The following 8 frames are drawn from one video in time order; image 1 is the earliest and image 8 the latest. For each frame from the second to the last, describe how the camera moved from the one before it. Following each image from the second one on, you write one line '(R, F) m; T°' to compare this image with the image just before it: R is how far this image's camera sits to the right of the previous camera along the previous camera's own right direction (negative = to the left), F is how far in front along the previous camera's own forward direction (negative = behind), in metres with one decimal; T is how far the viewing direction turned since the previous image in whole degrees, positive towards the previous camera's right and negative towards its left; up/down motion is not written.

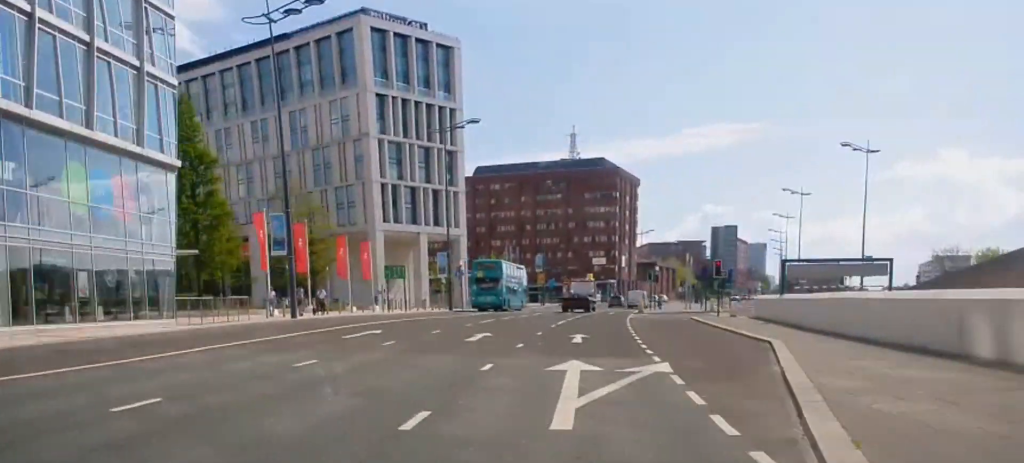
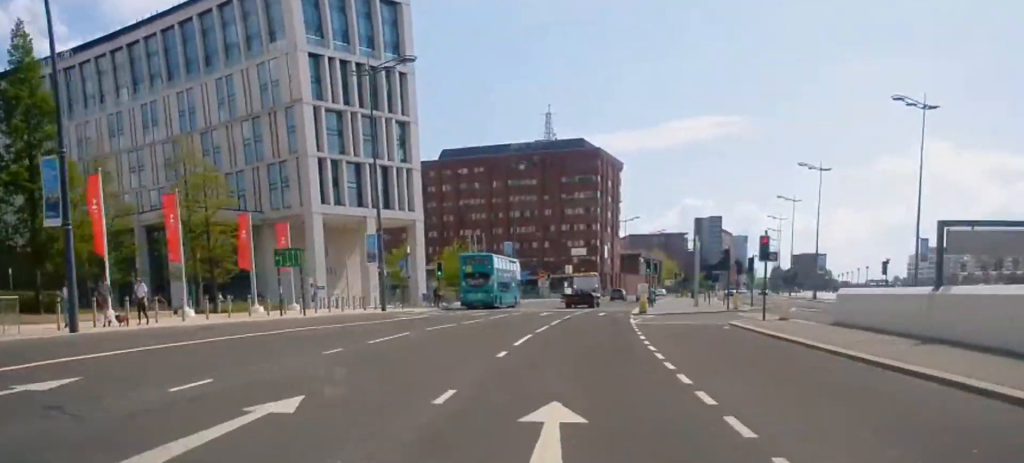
(0.0, +15.9) m; +1°
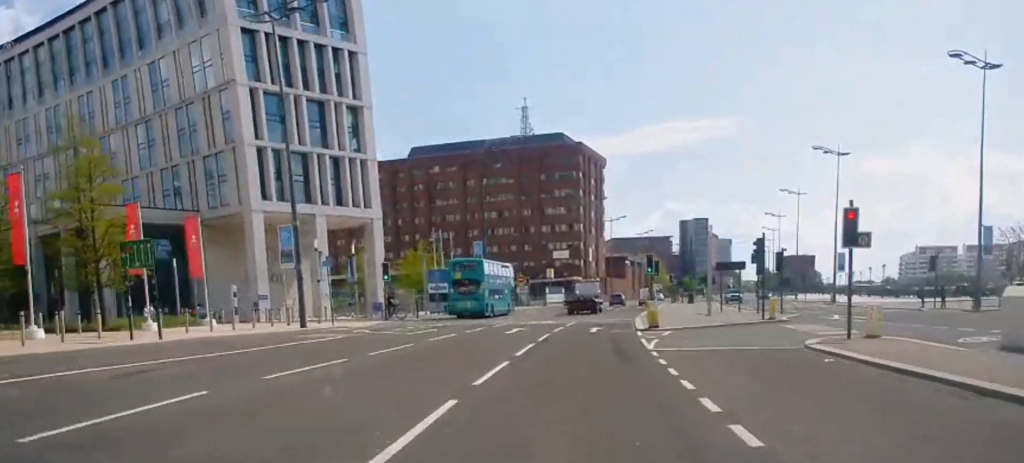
(+0.1, +12.2) m; +2°
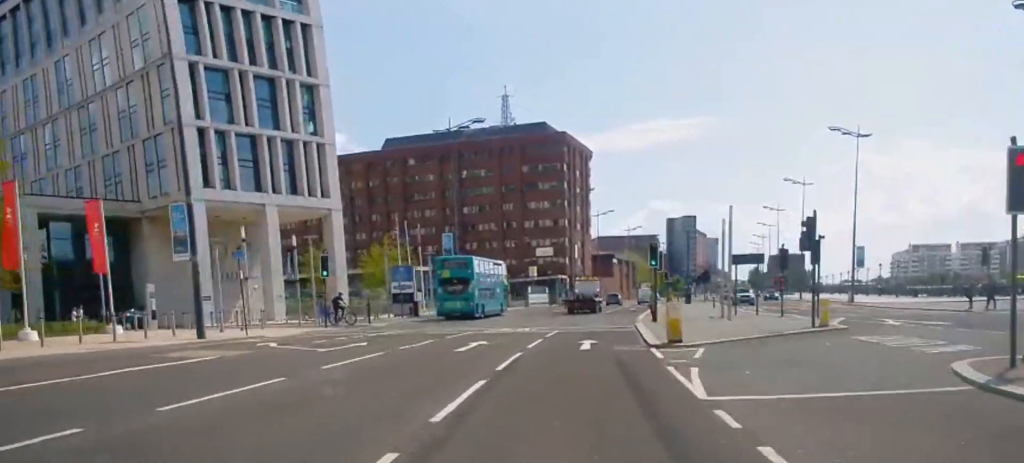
(+0.3, +9.5) m; +2°
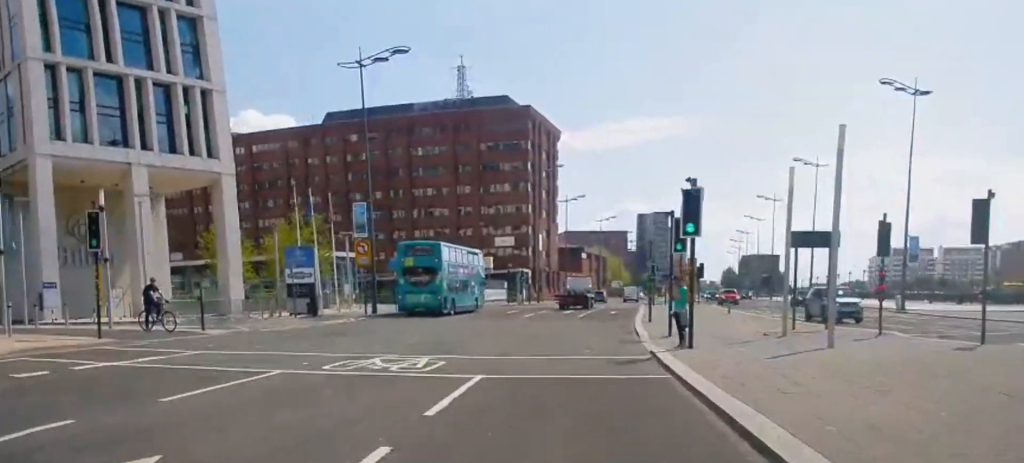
(+0.3, +18.0) m; +1°
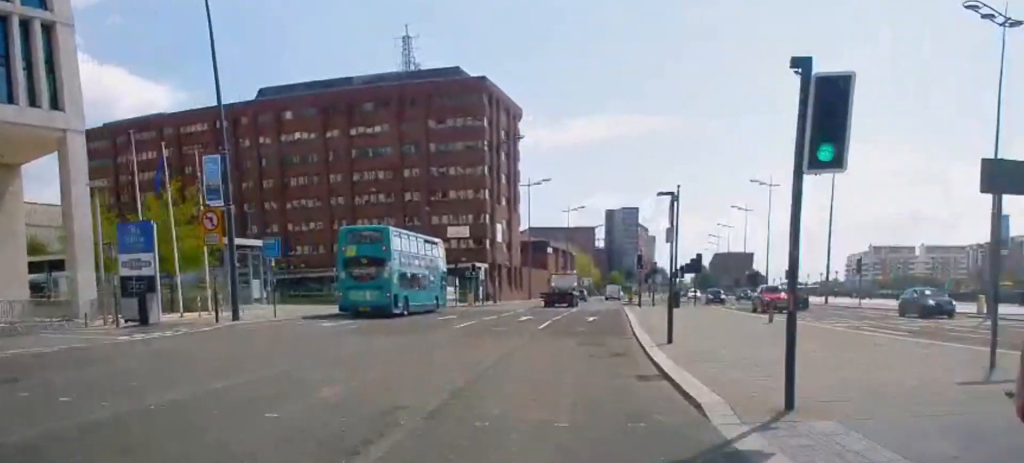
(0.0, +16.4) m; +1°
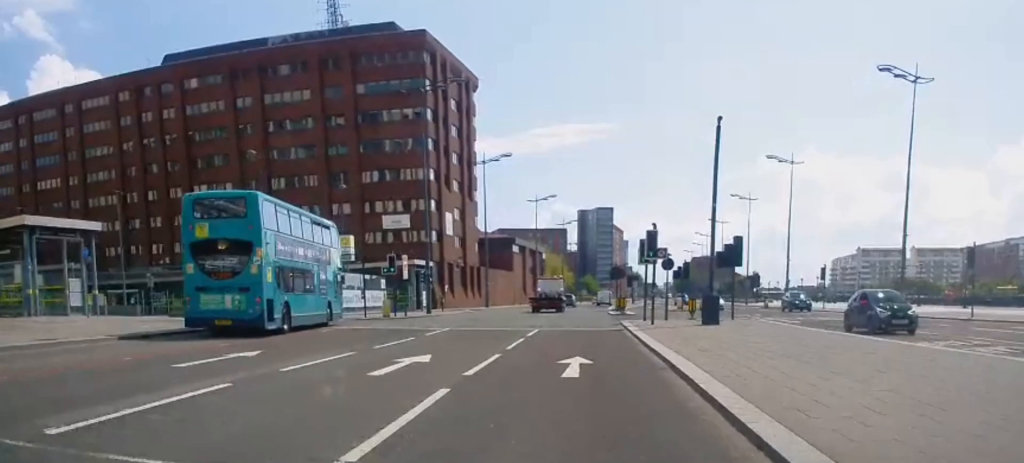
(+0.7, +21.8) m; +4°
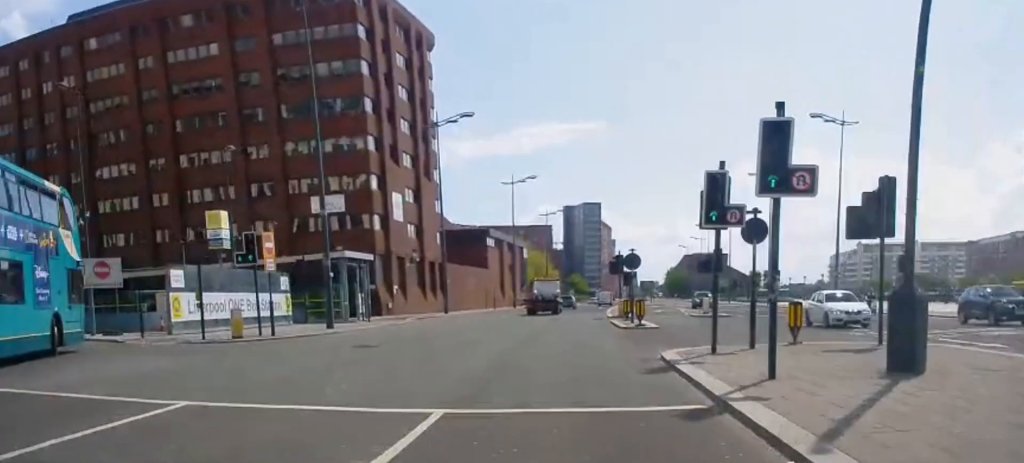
(+0.3, +19.4) m; +1°
